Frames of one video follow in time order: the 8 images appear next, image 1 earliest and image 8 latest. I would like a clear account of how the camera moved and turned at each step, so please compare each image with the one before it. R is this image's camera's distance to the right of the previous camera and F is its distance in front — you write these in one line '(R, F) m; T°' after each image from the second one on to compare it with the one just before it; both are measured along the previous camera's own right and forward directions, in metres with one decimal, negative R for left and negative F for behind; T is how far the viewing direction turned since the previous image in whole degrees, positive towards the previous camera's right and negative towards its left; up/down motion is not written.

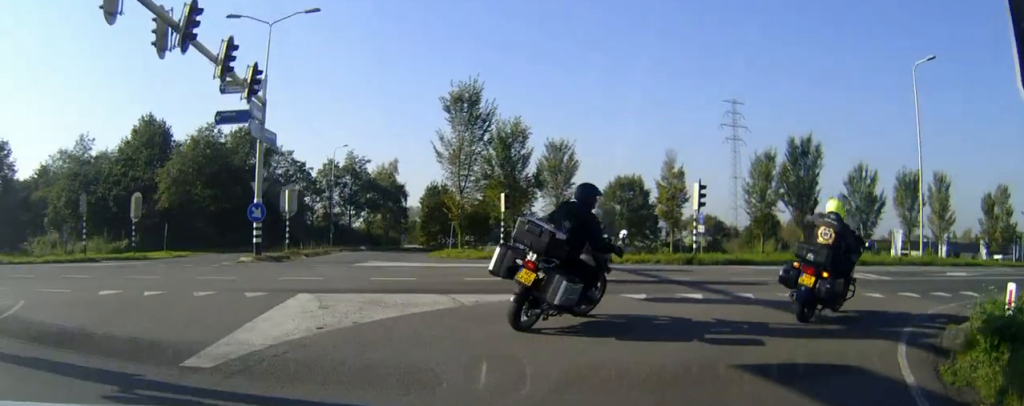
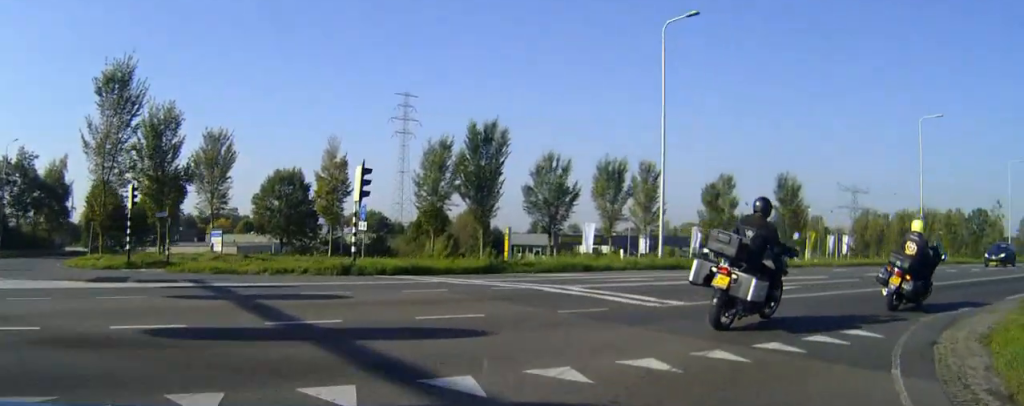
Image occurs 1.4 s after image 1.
(+1.3, +6.9) m; +25°
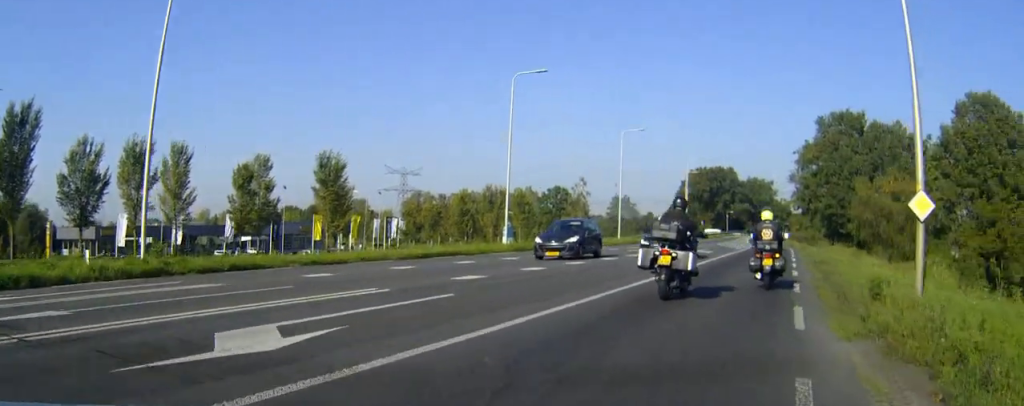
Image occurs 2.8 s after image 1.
(+2.4, +8.2) m; +31°
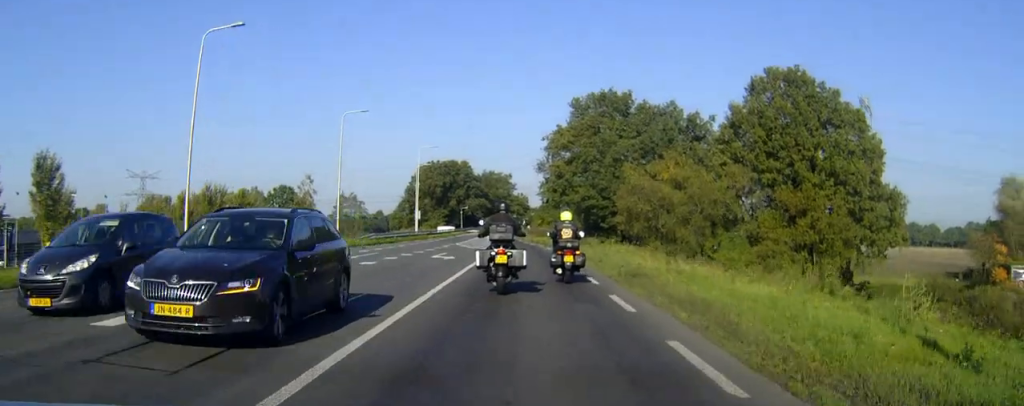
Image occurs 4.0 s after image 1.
(+1.8, +9.1) m; +18°
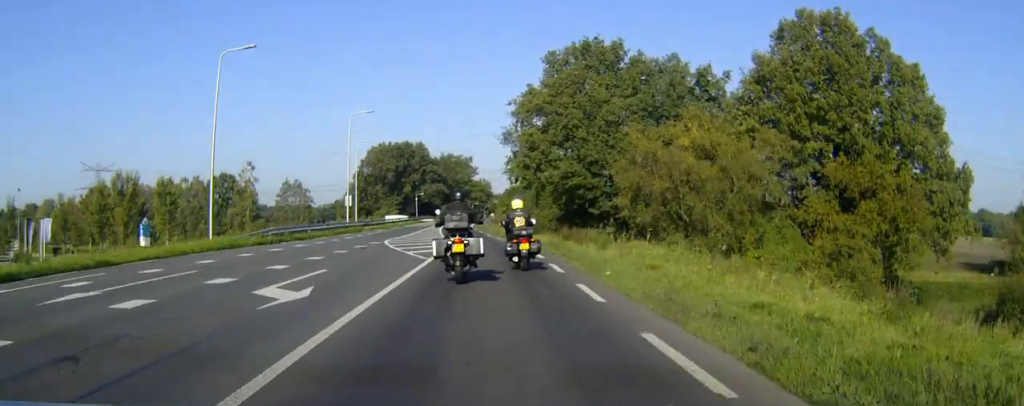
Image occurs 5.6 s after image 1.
(+1.7, +17.3) m; +6°
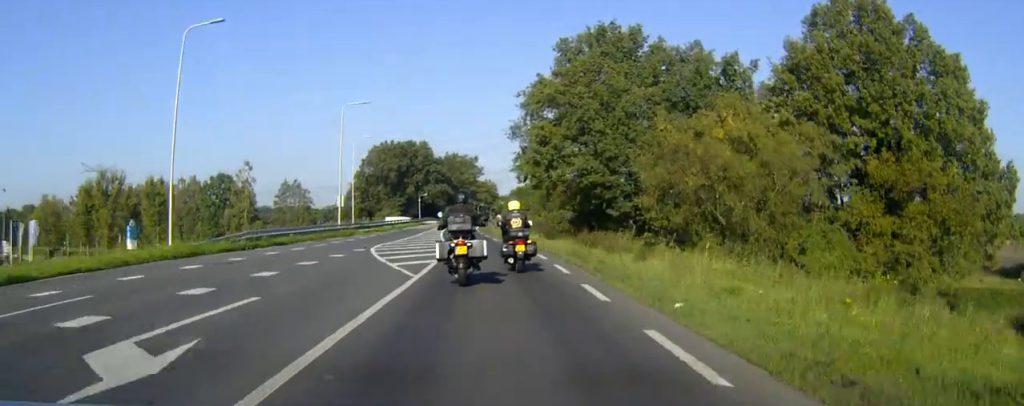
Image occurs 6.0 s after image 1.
(0.0, +5.2) m; 0°
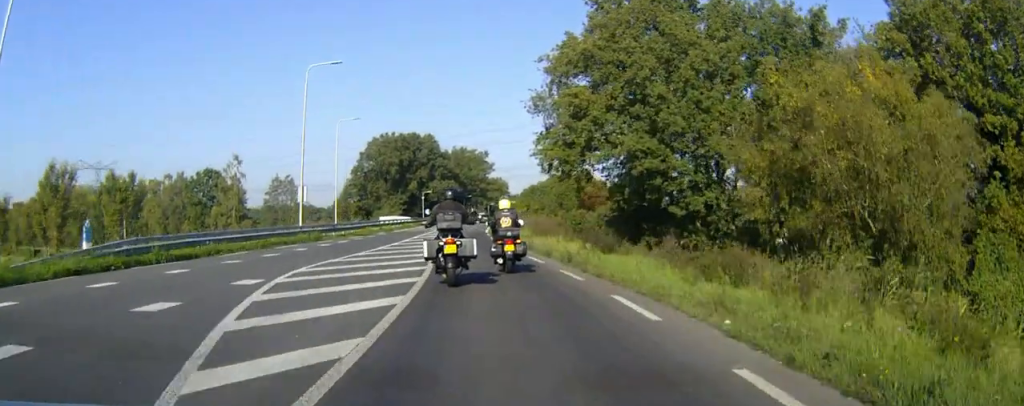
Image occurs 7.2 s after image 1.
(-0.1, +14.5) m; -1°
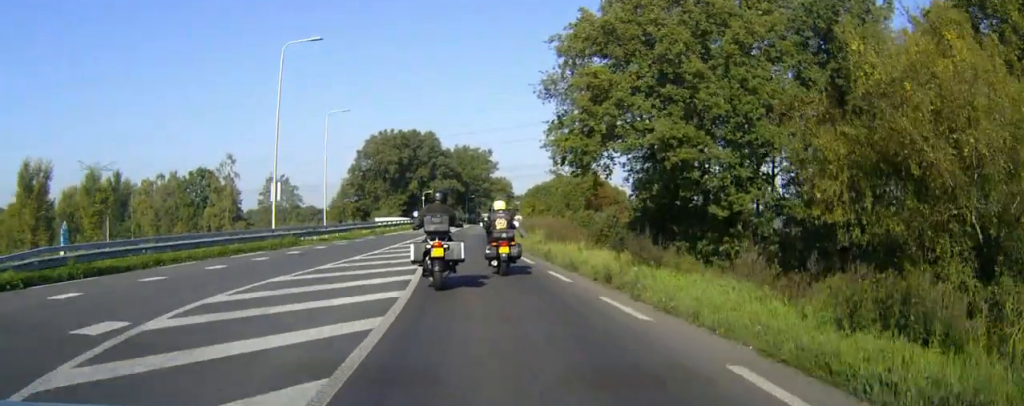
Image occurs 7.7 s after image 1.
(0.0, +6.1) m; 0°
